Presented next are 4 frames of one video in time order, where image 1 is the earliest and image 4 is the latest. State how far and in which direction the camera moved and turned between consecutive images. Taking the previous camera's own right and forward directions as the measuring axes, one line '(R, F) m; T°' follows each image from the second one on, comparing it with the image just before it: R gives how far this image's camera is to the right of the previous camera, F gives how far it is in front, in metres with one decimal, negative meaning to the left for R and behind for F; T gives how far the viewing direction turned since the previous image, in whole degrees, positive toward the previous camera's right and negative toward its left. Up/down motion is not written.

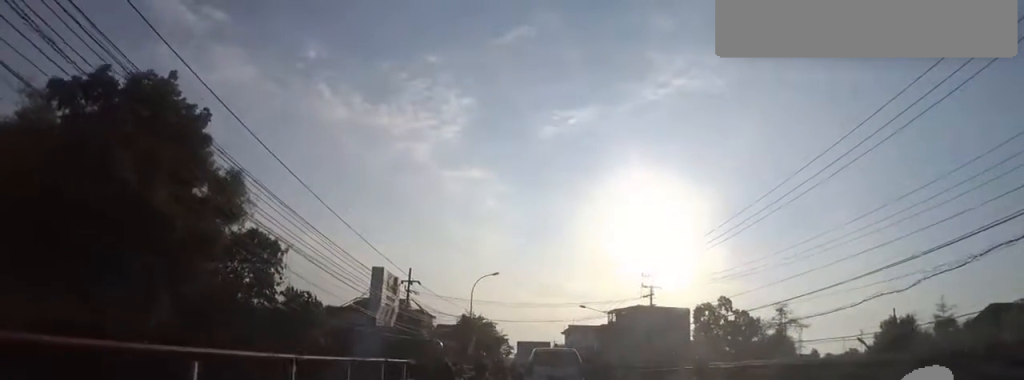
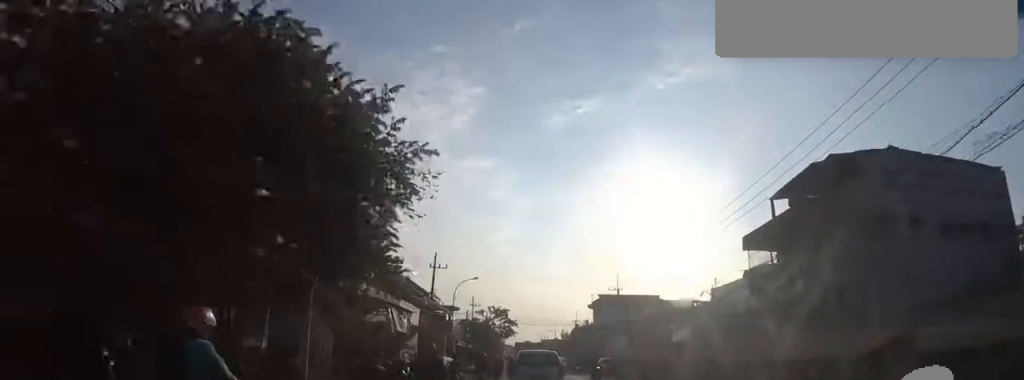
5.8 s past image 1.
(-3.1, +45.3) m; -2°
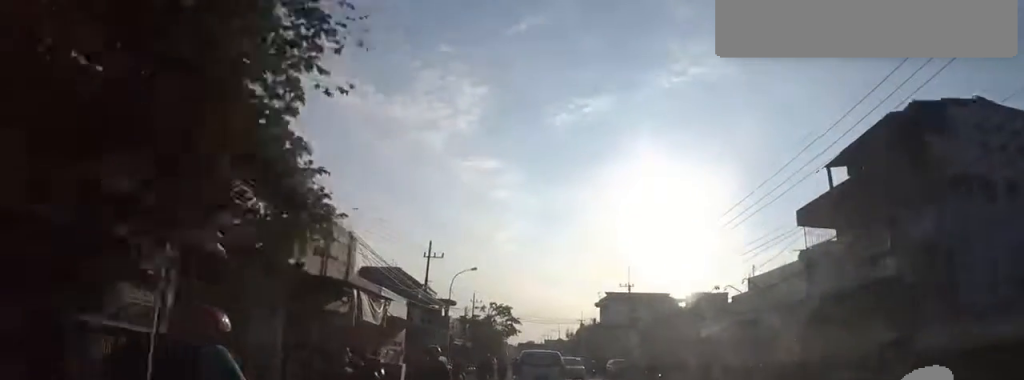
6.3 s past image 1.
(+0.2, +4.8) m; -5°
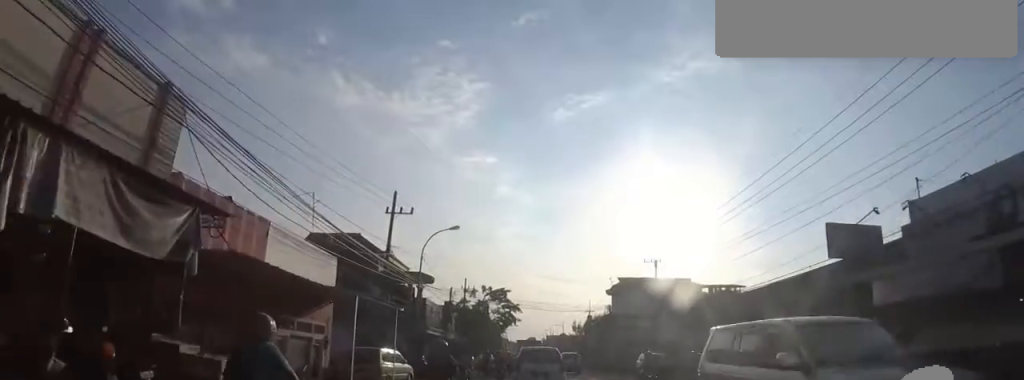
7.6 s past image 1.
(-1.5, +11.9) m; -2°
